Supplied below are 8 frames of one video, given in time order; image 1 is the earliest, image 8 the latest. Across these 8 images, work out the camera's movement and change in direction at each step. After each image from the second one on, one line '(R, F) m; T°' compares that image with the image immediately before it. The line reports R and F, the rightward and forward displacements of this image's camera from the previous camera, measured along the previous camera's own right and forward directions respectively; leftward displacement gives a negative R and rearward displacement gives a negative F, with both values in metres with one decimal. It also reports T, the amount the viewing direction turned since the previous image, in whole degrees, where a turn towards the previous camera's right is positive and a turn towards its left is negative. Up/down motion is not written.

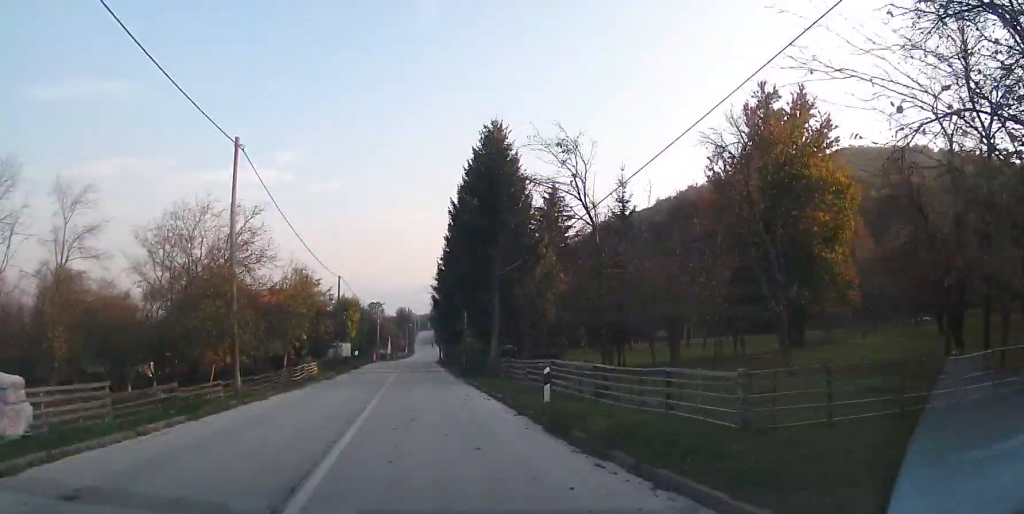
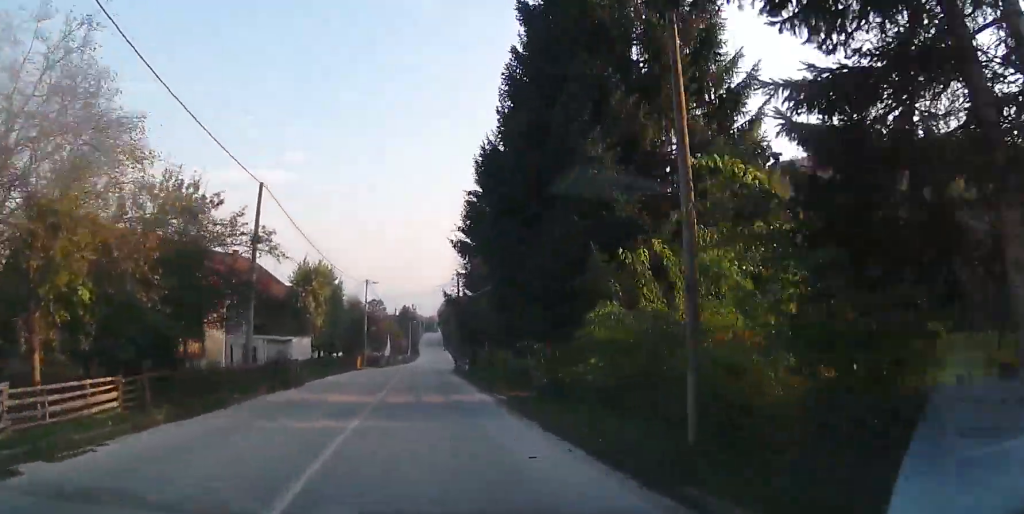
(-0.2, +28.5) m; -1°
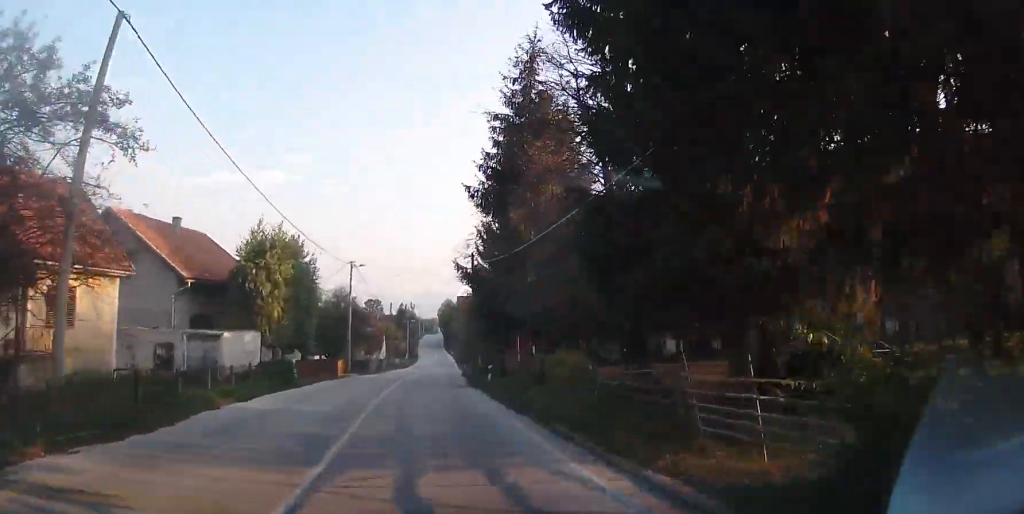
(-0.3, +11.5) m; +1°
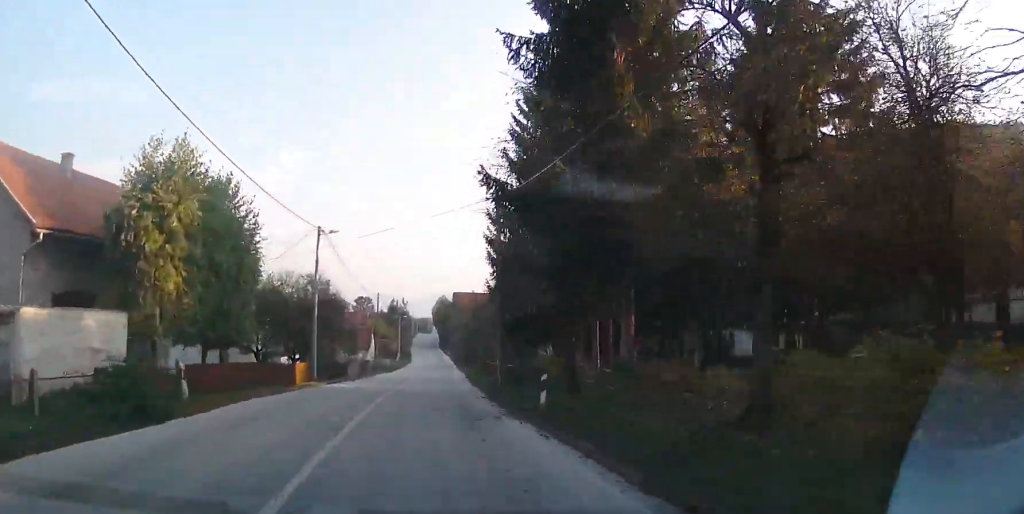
(+0.2, +11.6) m; +2°
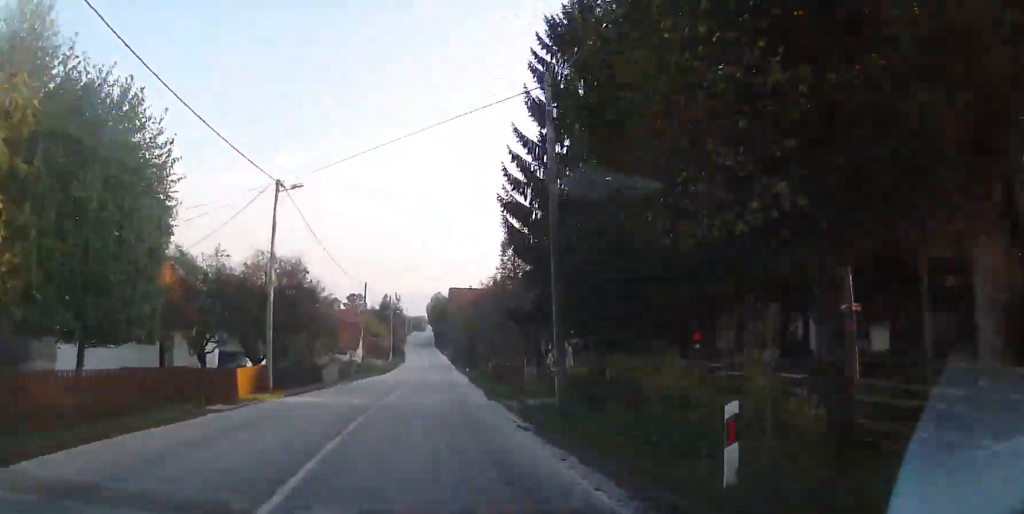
(+0.1, +8.3) m; +1°
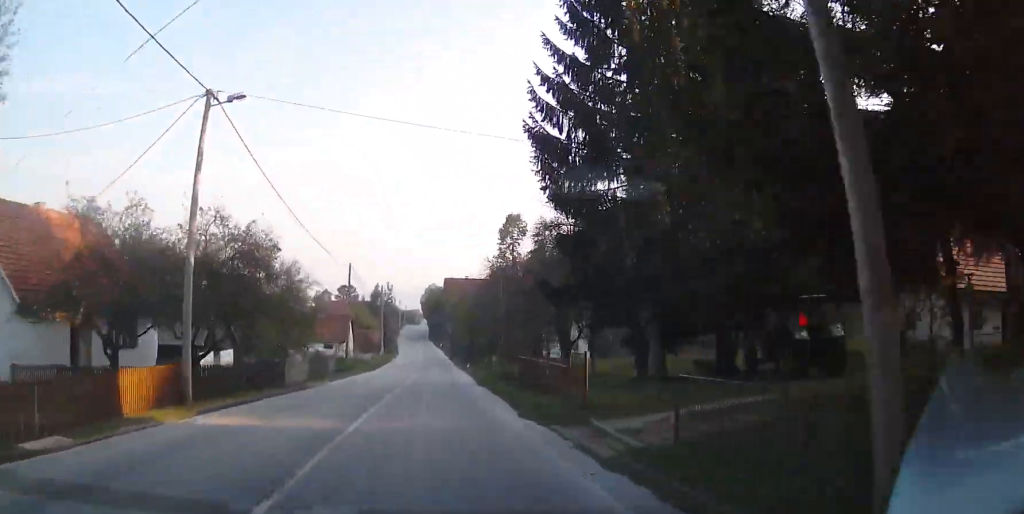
(+0.1, +7.8) m; +1°
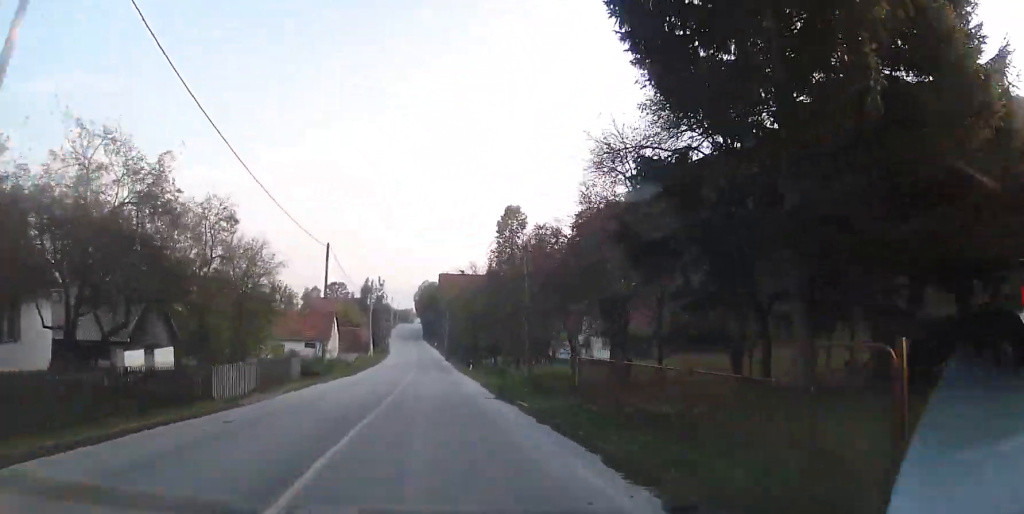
(0.0, +8.3) m; +1°
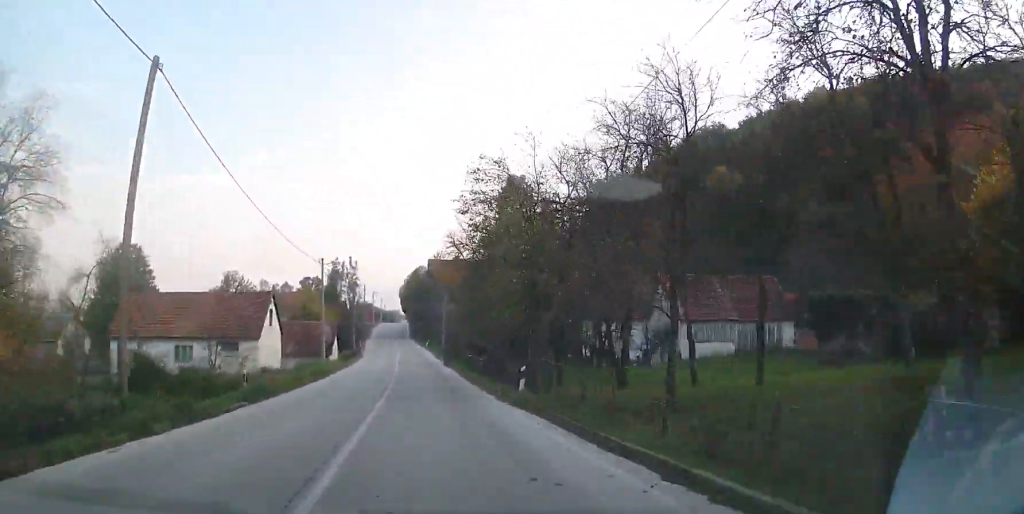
(-0.3, +24.6) m; -2°
